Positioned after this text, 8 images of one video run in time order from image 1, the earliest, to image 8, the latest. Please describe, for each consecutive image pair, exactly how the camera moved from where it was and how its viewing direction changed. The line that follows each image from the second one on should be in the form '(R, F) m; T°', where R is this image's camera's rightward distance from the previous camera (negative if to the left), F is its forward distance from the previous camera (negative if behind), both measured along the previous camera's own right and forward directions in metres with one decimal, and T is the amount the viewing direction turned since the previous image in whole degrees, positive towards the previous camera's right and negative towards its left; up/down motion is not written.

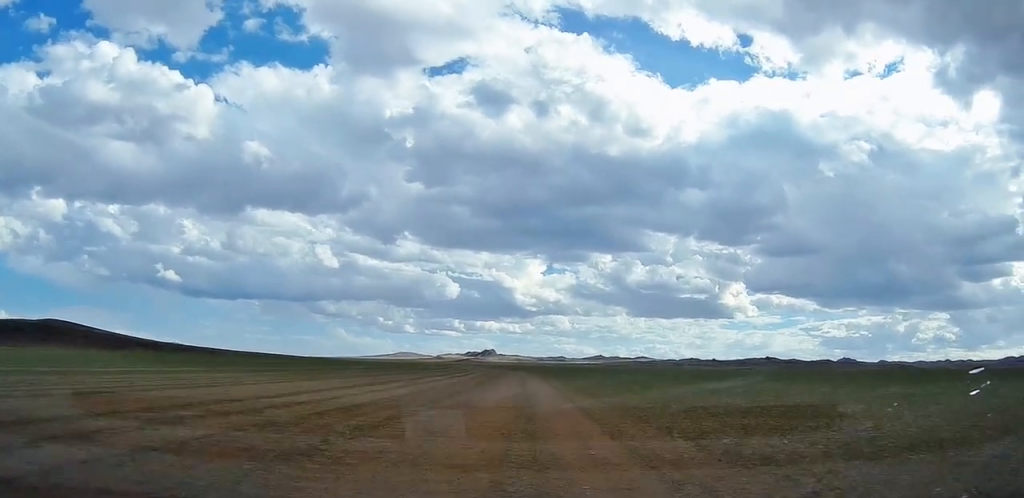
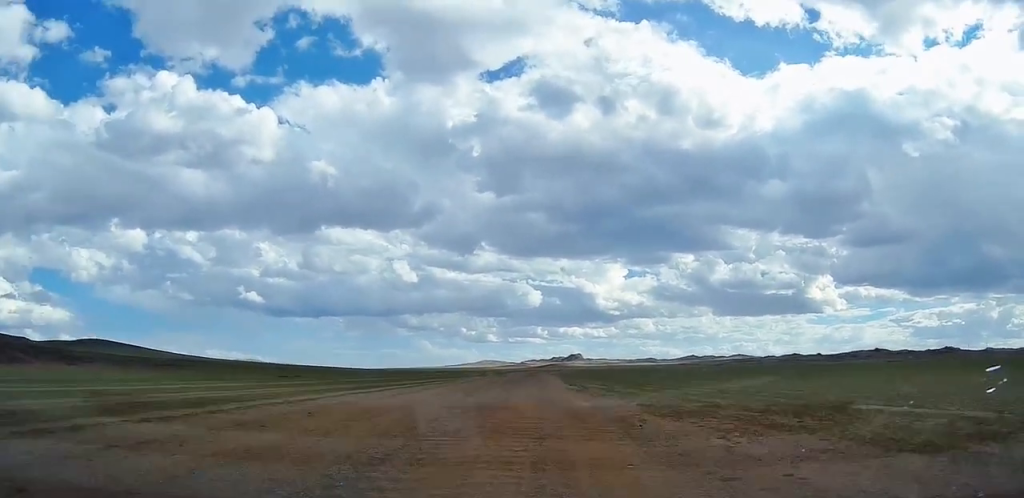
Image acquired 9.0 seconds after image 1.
(-3.8, +151.8) m; 0°
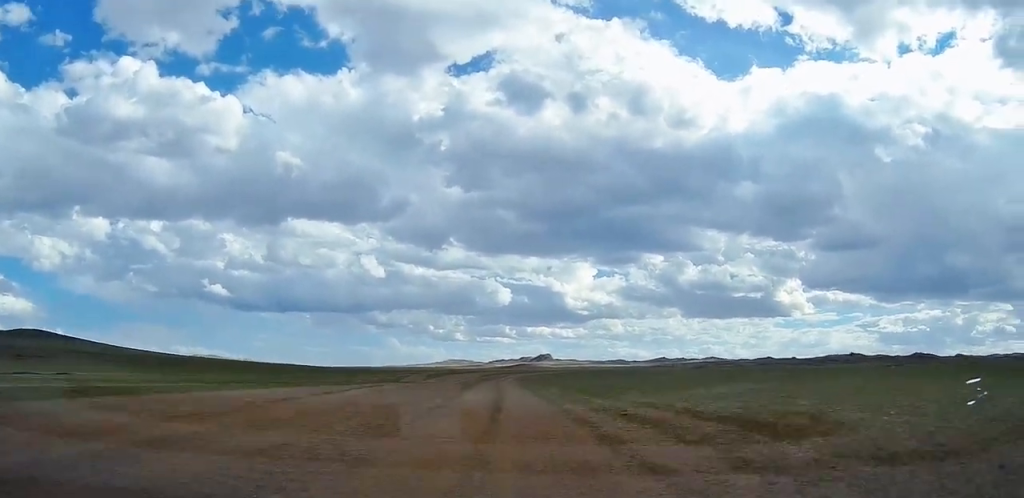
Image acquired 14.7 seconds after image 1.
(-4.7, +83.5) m; +3°
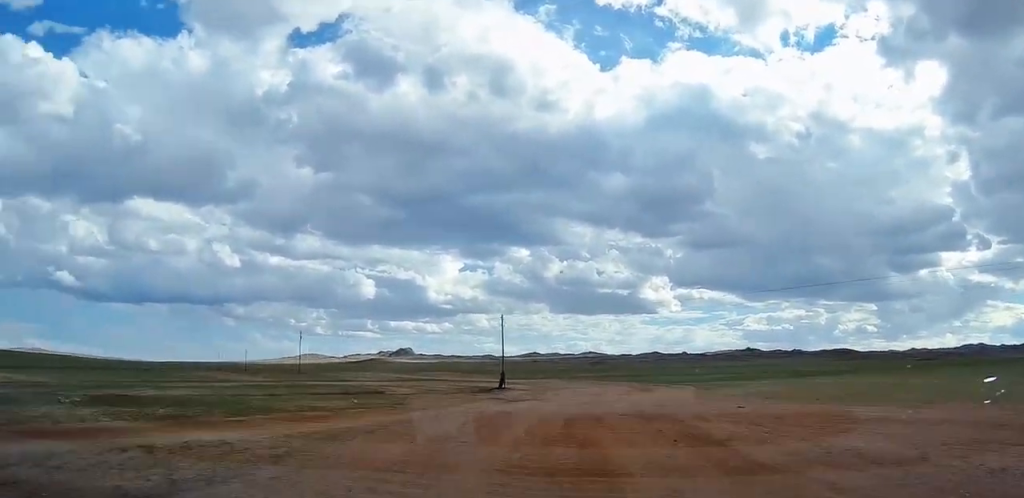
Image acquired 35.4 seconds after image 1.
(+41.1, +261.3) m; +1°
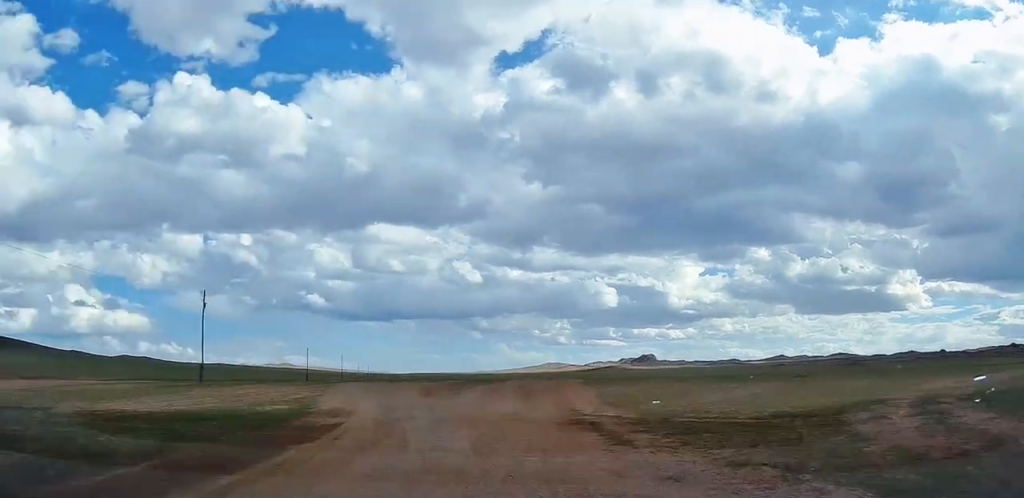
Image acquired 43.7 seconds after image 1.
(-17.7, +86.1) m; -10°
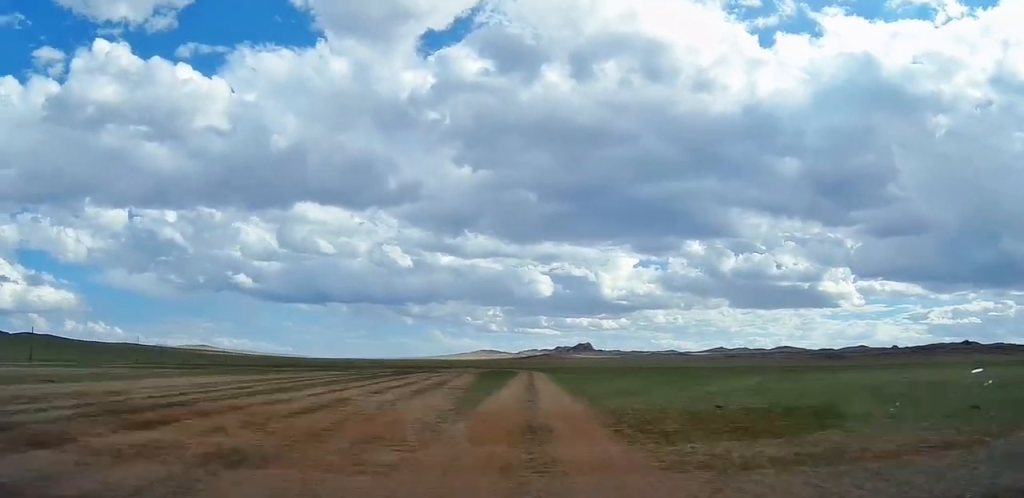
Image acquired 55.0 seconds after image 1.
(-4.6, +160.2) m; -5°
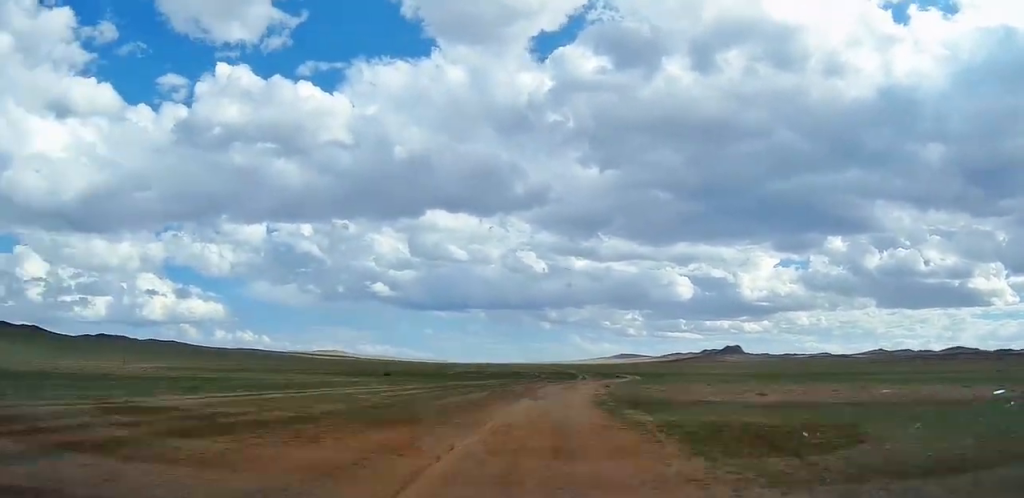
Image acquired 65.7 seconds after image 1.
(-10.0, +157.3) m; -4°
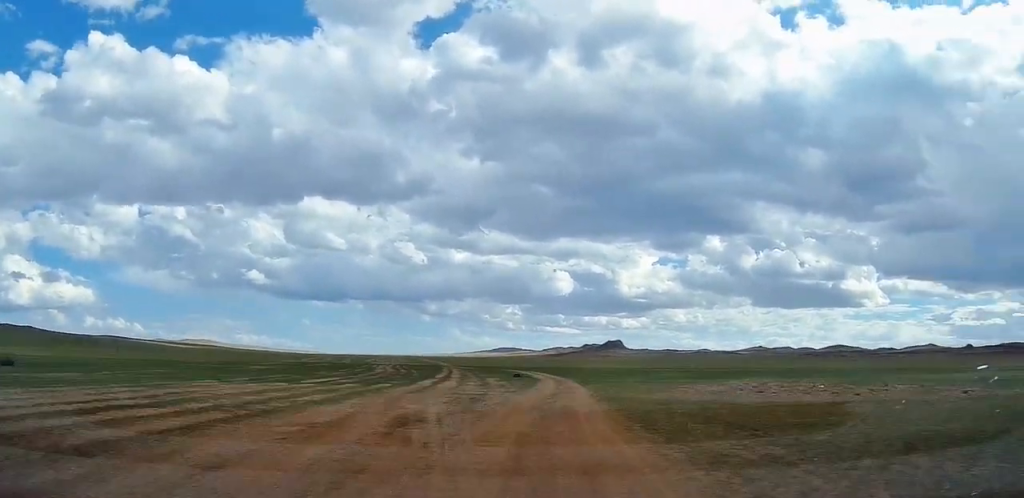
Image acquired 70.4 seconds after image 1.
(-0.1, +68.6) m; -1°
